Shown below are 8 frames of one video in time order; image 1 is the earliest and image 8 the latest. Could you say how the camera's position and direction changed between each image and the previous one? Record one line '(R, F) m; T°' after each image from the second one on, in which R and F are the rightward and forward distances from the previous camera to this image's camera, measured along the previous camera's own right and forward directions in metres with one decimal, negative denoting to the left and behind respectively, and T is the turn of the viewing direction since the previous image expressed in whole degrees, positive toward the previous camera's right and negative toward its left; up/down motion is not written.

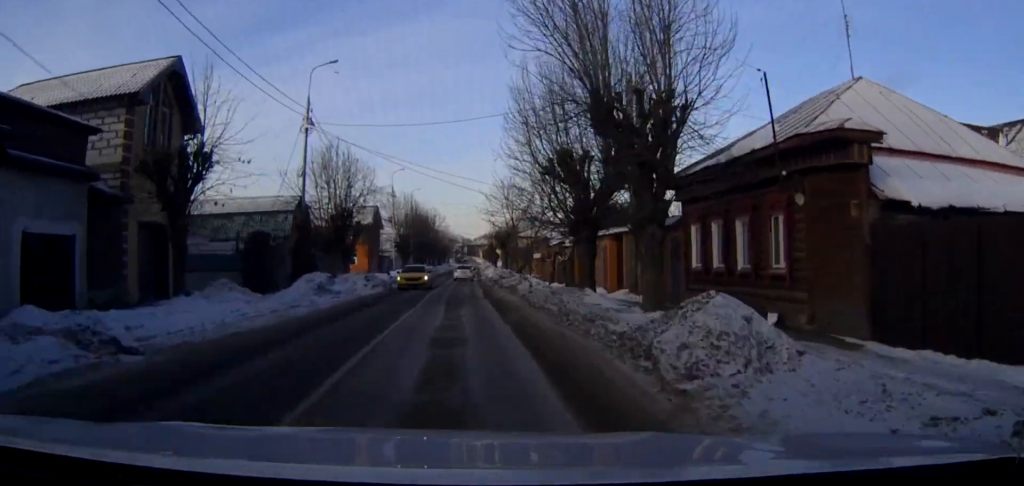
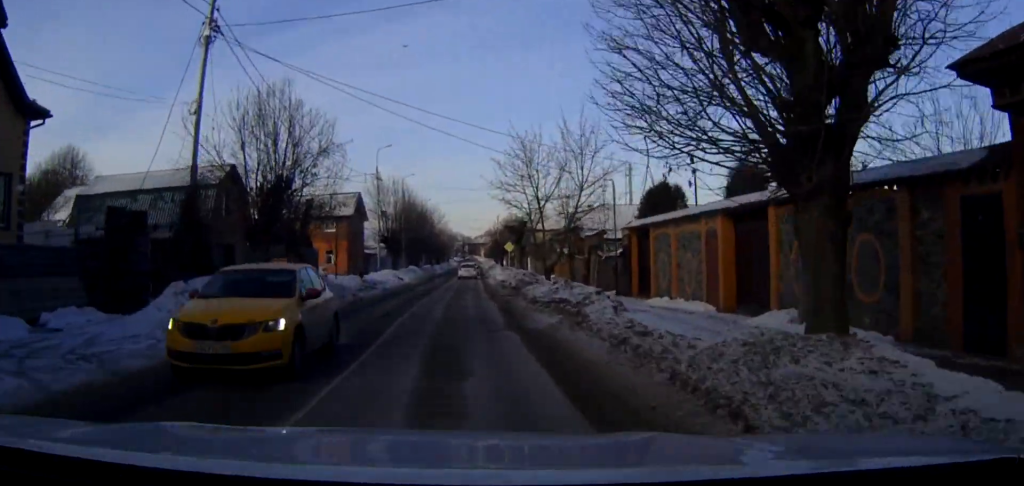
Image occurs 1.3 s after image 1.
(+0.1, +14.8) m; 0°
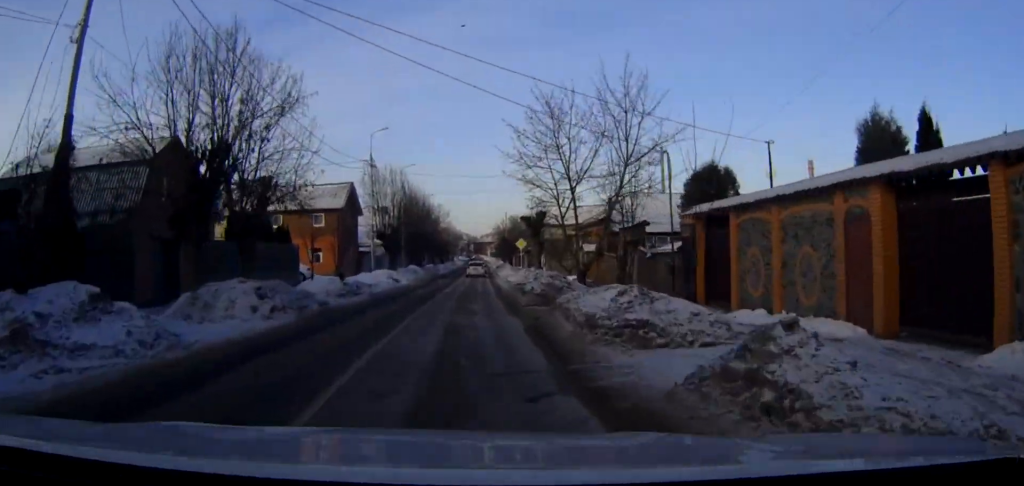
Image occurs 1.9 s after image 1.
(0.0, +7.9) m; 0°
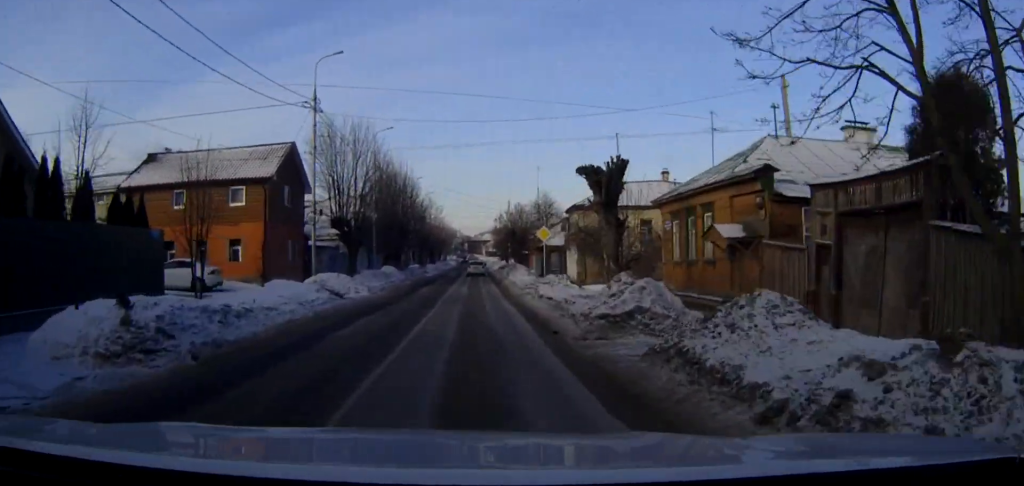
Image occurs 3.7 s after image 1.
(-0.1, +21.4) m; 0°
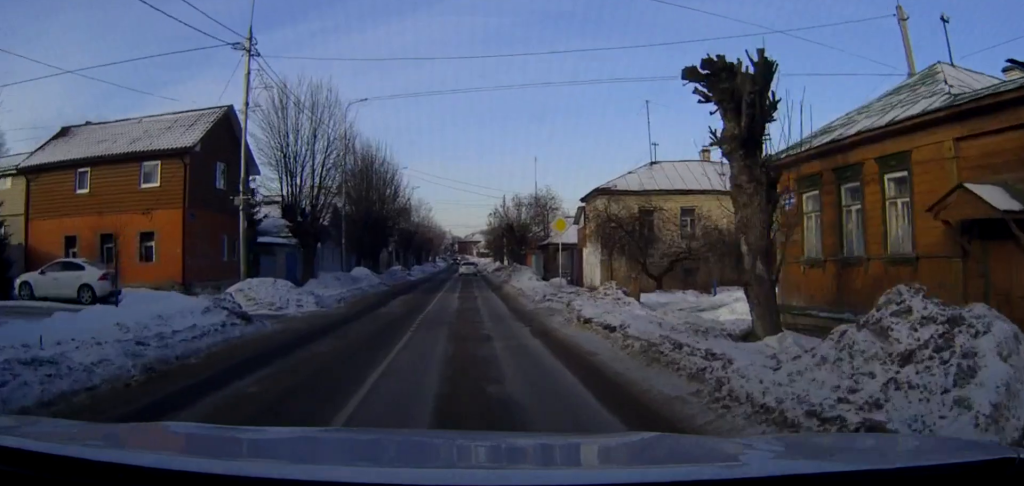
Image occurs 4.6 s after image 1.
(+0.1, +10.4) m; +1°
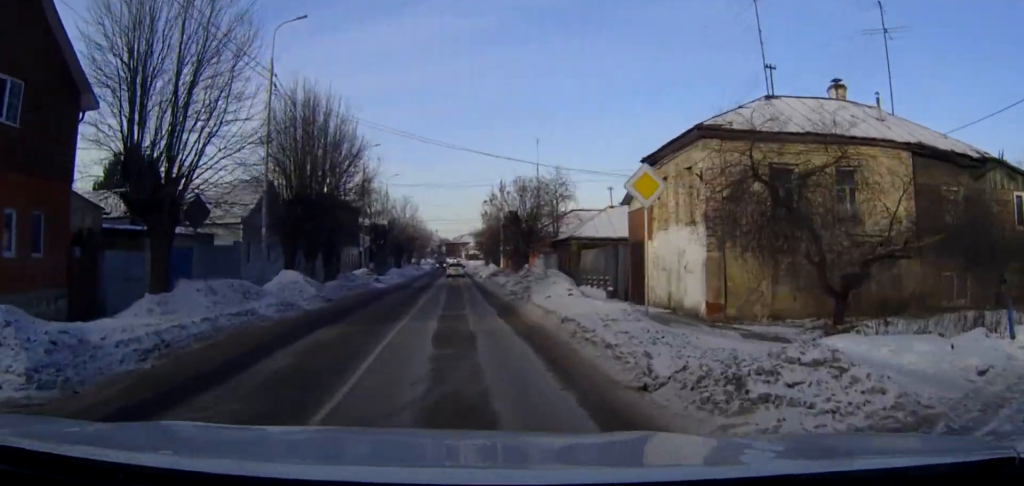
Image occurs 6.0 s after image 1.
(+0.1, +16.1) m; +1°
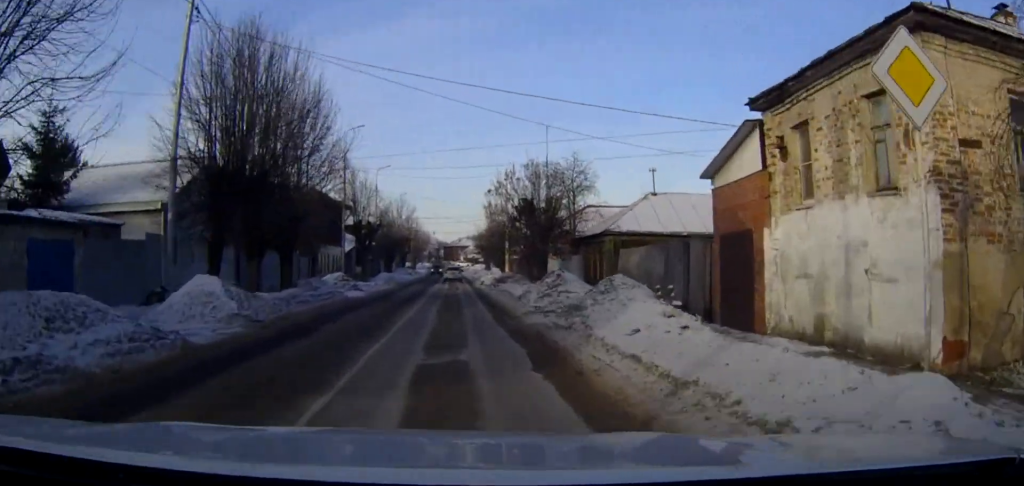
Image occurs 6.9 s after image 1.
(0.0, +9.7) m; 0°
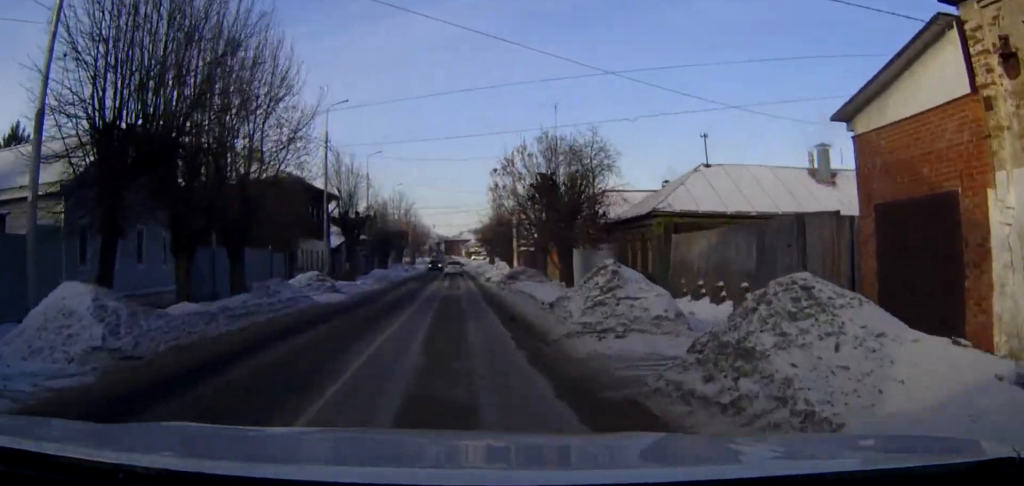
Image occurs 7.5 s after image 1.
(0.0, +7.4) m; 0°
